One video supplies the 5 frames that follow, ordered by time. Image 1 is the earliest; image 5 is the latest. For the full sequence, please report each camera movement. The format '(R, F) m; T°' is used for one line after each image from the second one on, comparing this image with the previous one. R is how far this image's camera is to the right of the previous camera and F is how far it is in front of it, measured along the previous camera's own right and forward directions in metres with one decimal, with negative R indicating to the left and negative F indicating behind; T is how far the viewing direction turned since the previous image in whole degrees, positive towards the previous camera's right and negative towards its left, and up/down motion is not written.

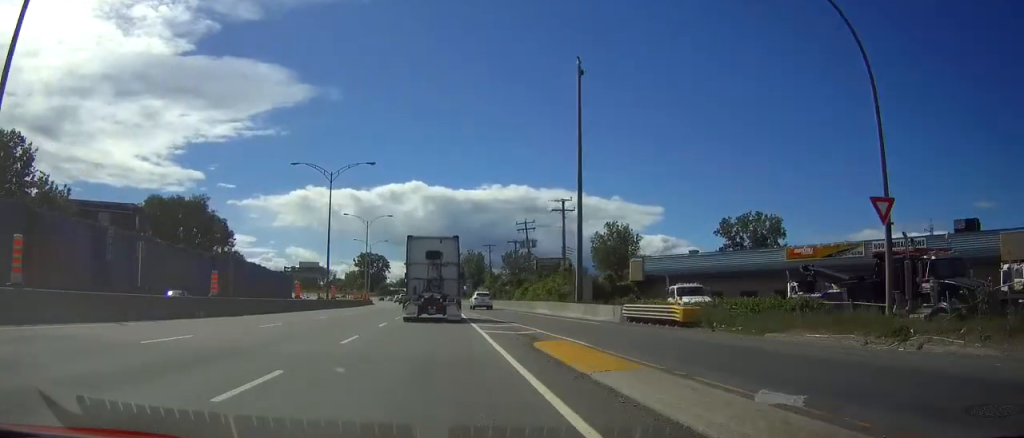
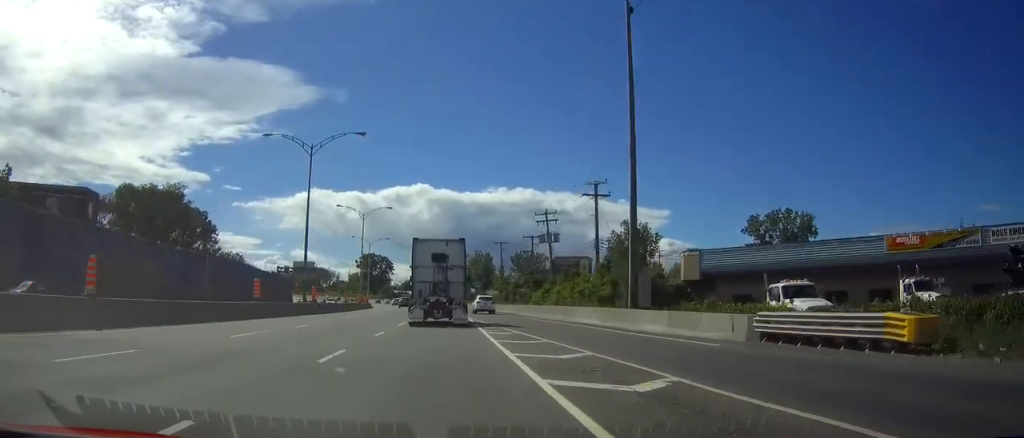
(0.0, +12.6) m; 0°
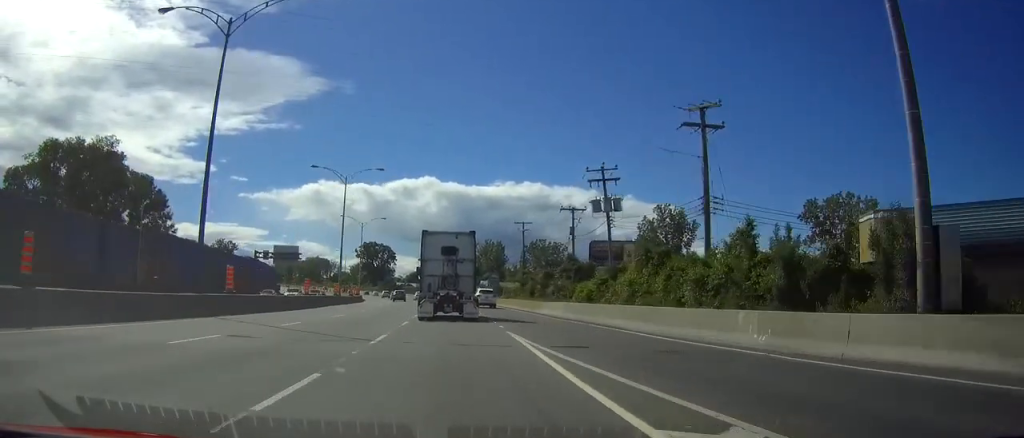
(0.0, +23.7) m; 0°
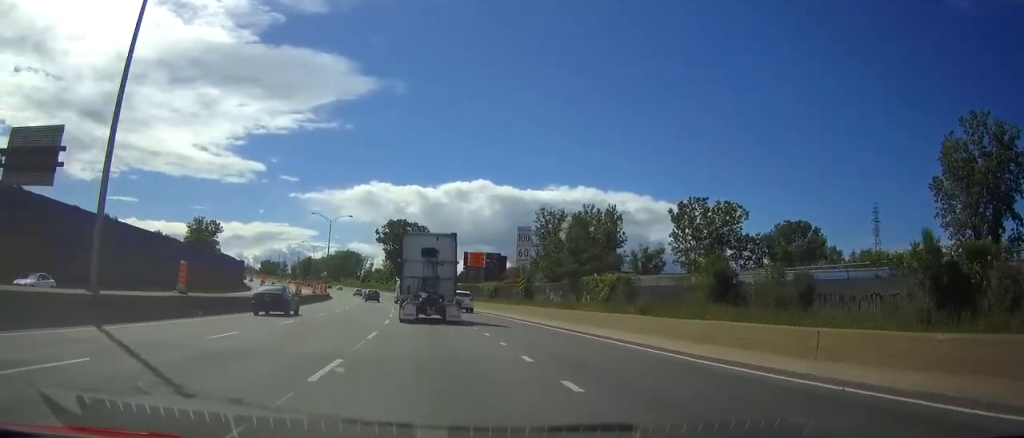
(-0.1, +98.3) m; 0°
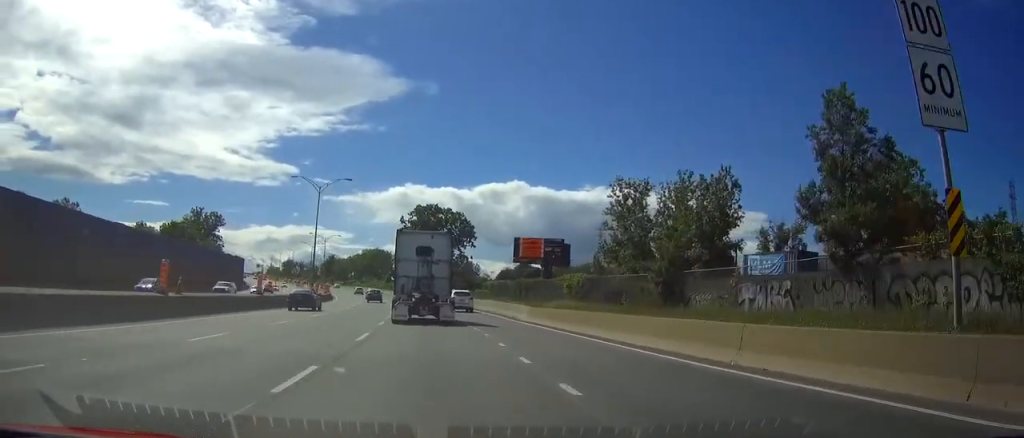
(-0.7, +37.0) m; -5°
